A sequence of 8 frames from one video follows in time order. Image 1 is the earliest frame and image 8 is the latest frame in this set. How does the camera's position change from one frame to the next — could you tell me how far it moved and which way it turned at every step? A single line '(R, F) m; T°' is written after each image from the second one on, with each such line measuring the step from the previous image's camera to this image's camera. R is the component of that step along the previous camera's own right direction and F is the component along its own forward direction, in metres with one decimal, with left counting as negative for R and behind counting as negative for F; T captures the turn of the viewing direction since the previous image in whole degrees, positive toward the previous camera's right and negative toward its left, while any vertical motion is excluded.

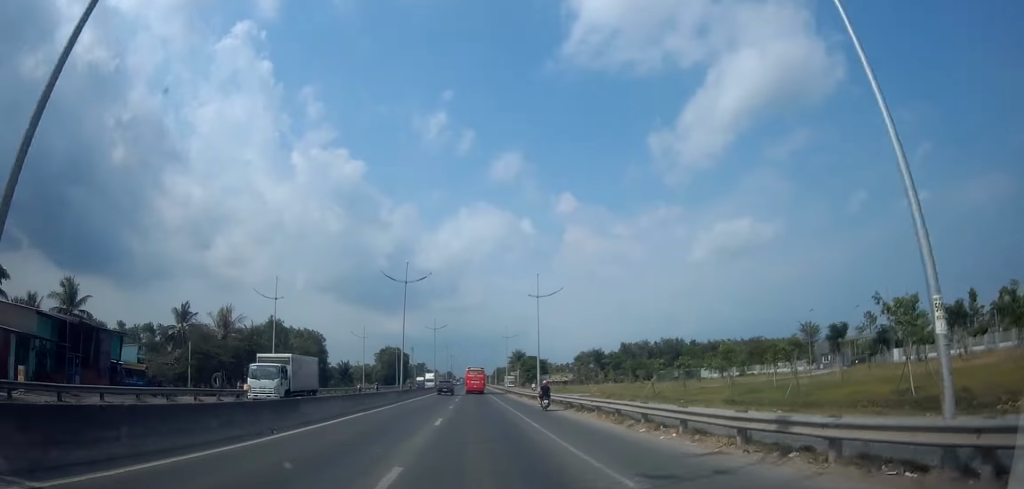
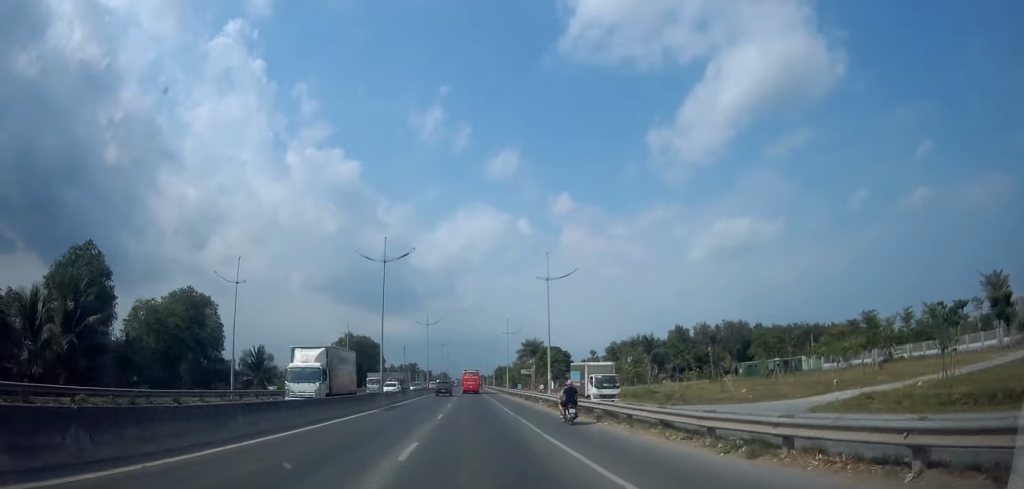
(+0.1, +44.1) m; 0°
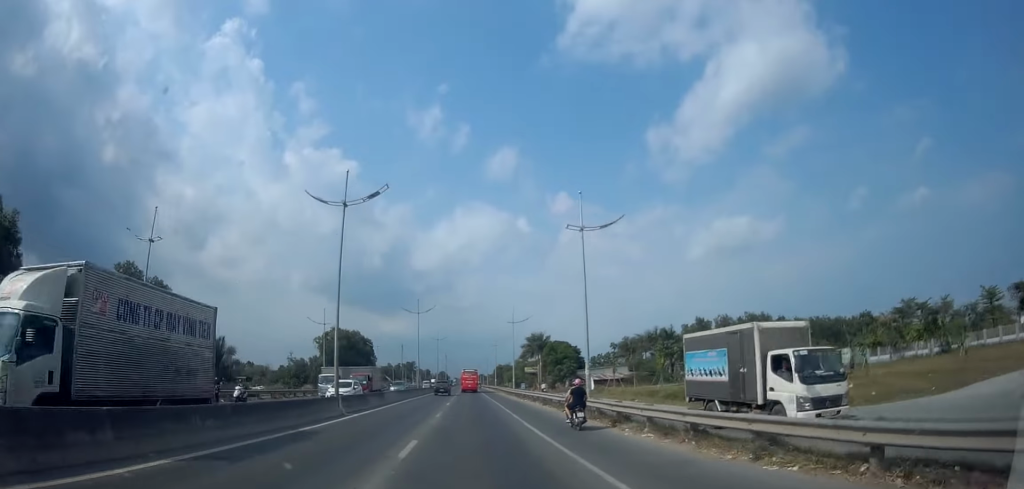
(0.0, +11.7) m; +1°
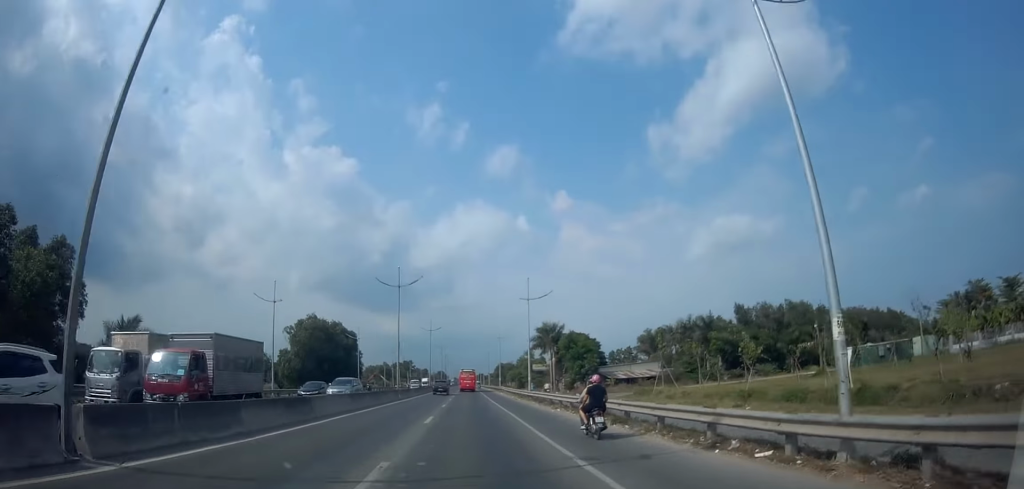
(+0.2, +16.0) m; +1°
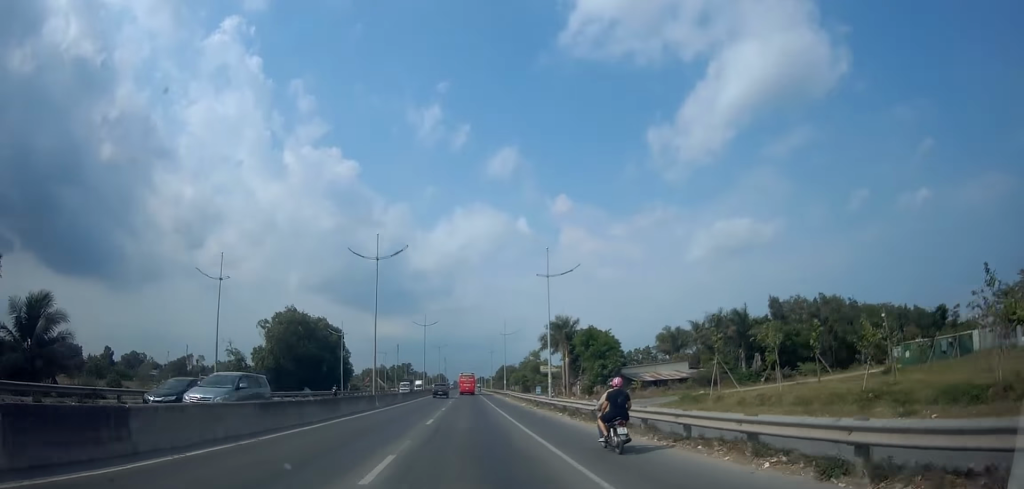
(+0.5, +11.1) m; 0°
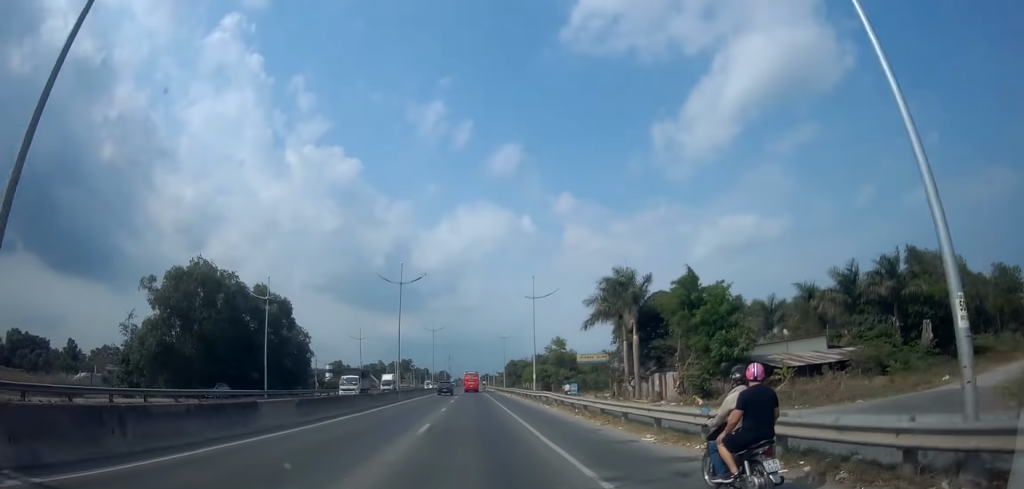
(-1.2, +28.6) m; -3°
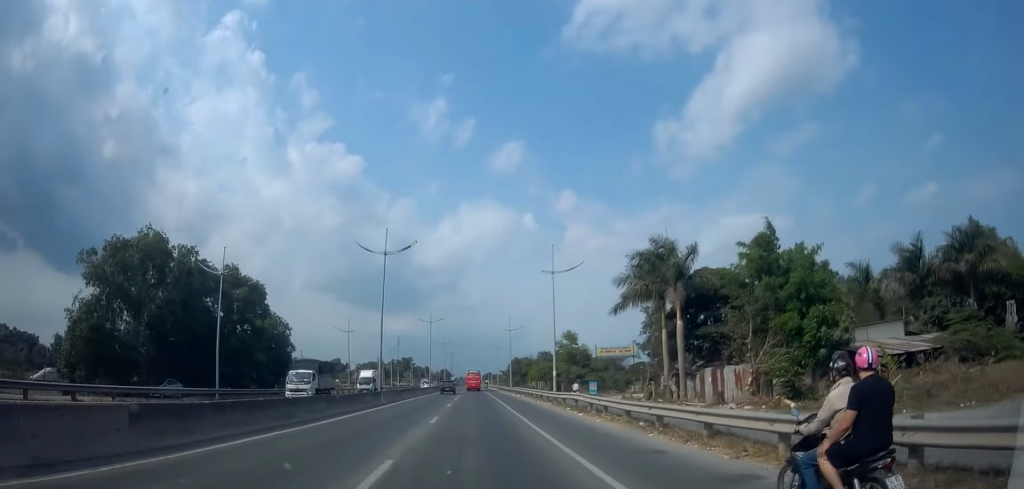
(0.0, +8.8) m; 0°
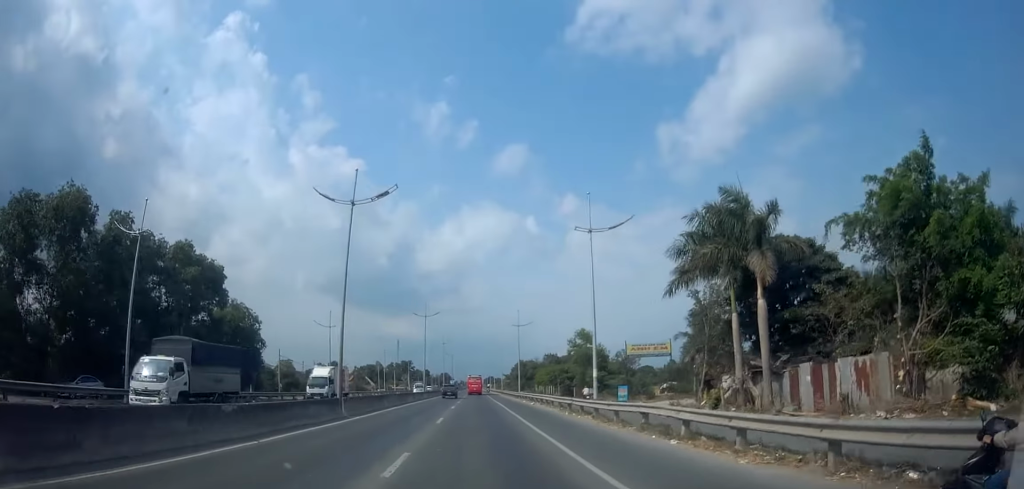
(0.0, +10.2) m; 0°
